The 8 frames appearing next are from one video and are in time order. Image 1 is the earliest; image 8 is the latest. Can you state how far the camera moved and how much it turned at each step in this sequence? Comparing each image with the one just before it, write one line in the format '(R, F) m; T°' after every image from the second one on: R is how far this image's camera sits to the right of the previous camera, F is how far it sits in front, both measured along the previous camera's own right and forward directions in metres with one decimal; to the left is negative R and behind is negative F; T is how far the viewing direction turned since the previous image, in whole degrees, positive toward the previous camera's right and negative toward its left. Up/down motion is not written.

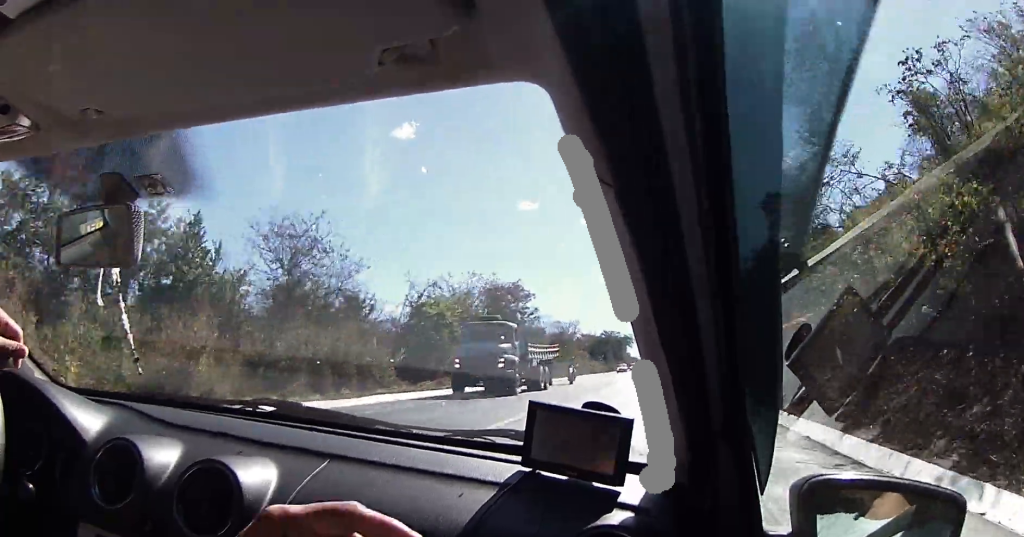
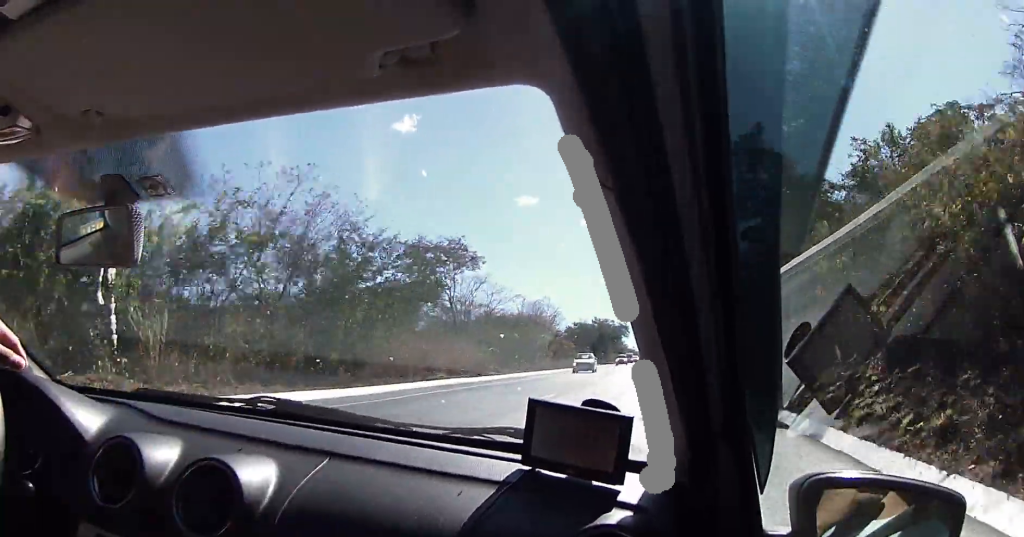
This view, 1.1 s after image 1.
(0.0, +25.7) m; 0°
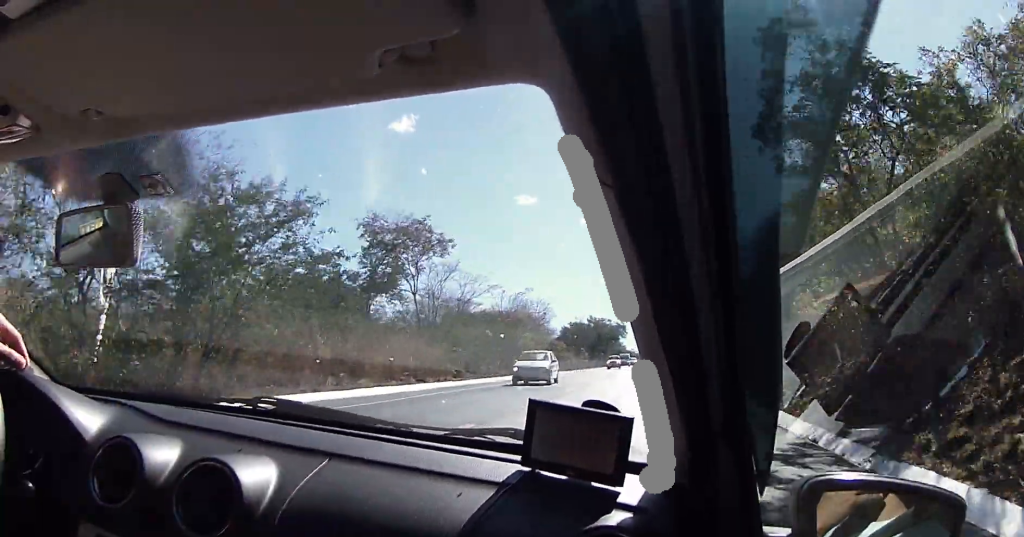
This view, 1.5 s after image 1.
(-0.1, +9.3) m; 0°
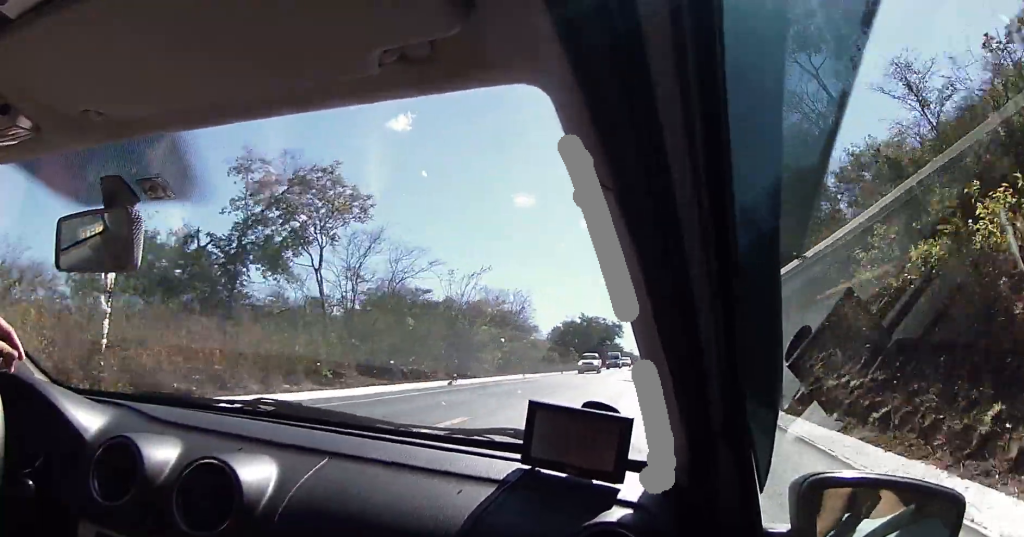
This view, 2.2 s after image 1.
(+0.1, +15.5) m; 0°
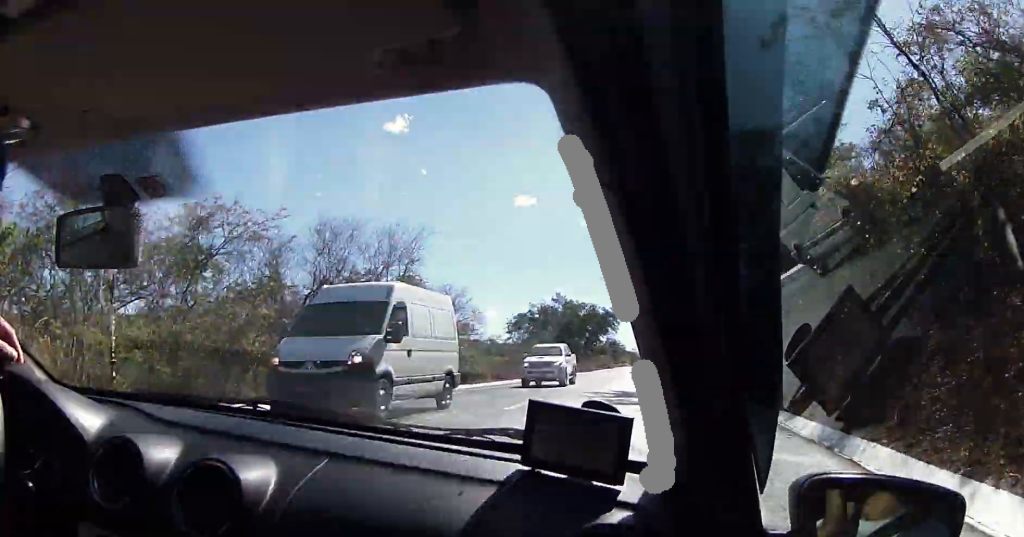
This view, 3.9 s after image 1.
(-0.3, +40.5) m; -1°
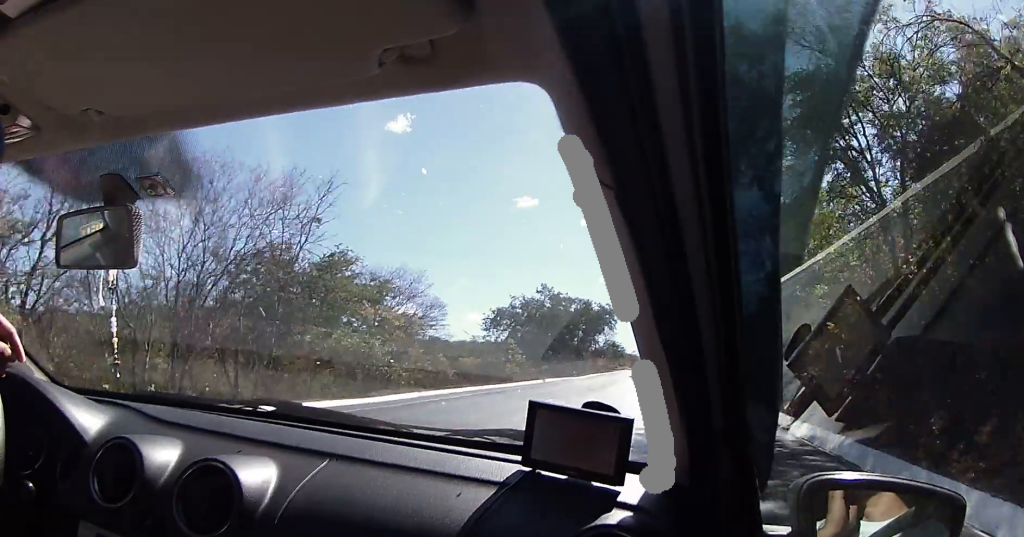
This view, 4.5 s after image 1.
(-0.1, +13.6) m; 0°
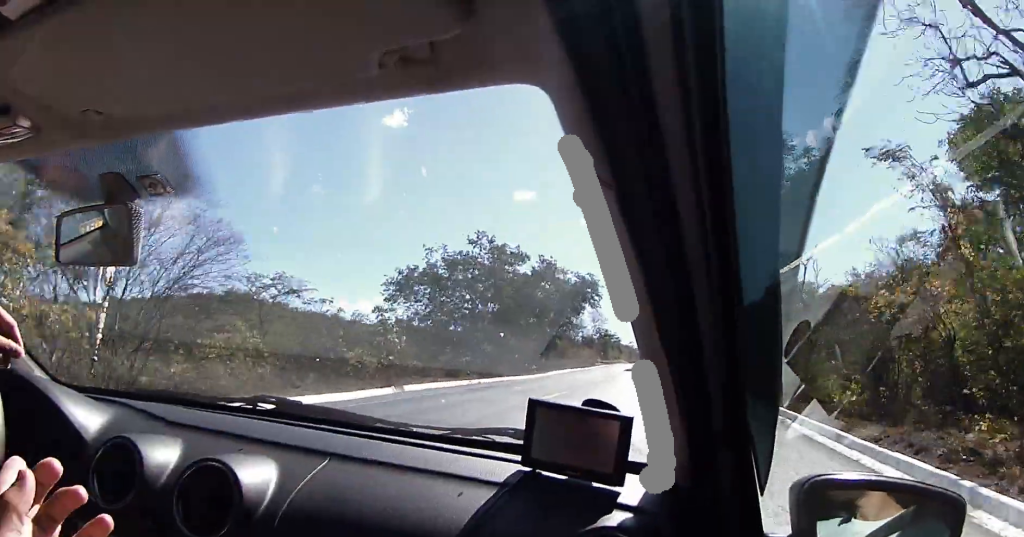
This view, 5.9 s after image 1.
(+0.5, +30.2) m; +1°
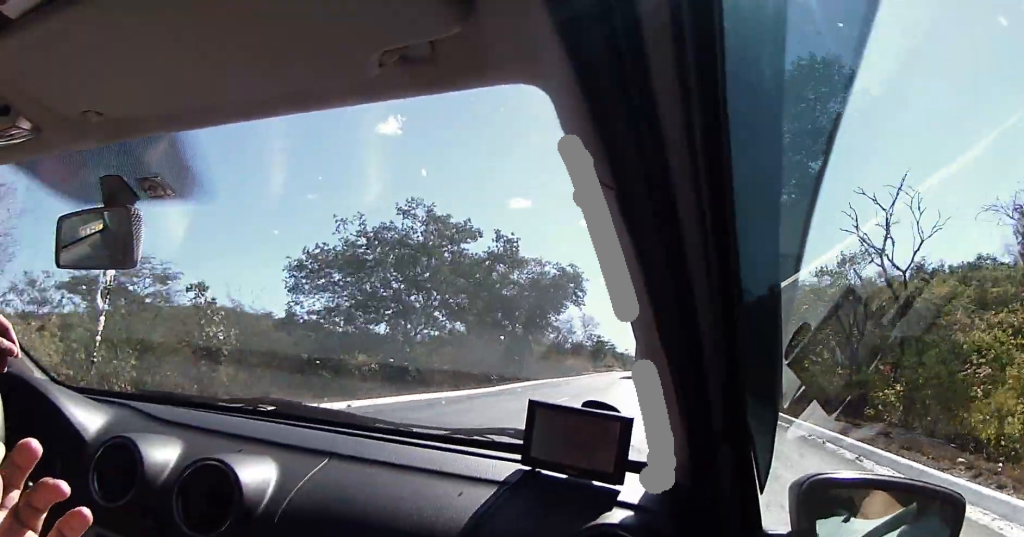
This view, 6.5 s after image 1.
(+0.2, +14.3) m; 0°
